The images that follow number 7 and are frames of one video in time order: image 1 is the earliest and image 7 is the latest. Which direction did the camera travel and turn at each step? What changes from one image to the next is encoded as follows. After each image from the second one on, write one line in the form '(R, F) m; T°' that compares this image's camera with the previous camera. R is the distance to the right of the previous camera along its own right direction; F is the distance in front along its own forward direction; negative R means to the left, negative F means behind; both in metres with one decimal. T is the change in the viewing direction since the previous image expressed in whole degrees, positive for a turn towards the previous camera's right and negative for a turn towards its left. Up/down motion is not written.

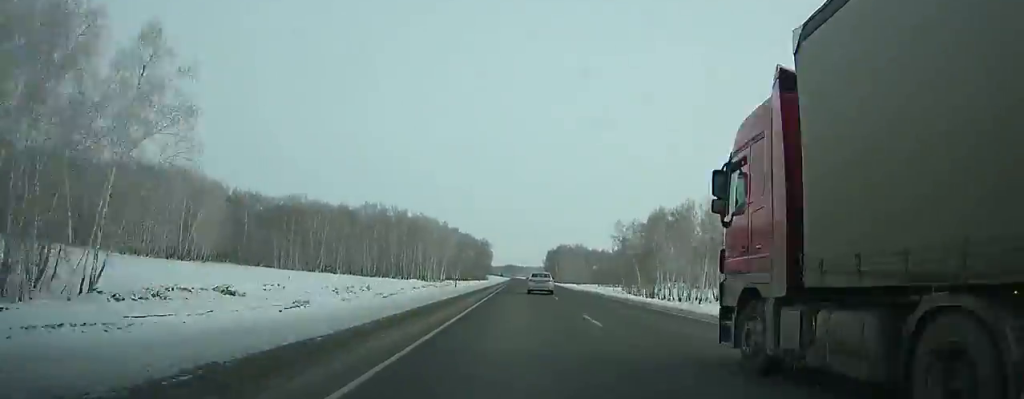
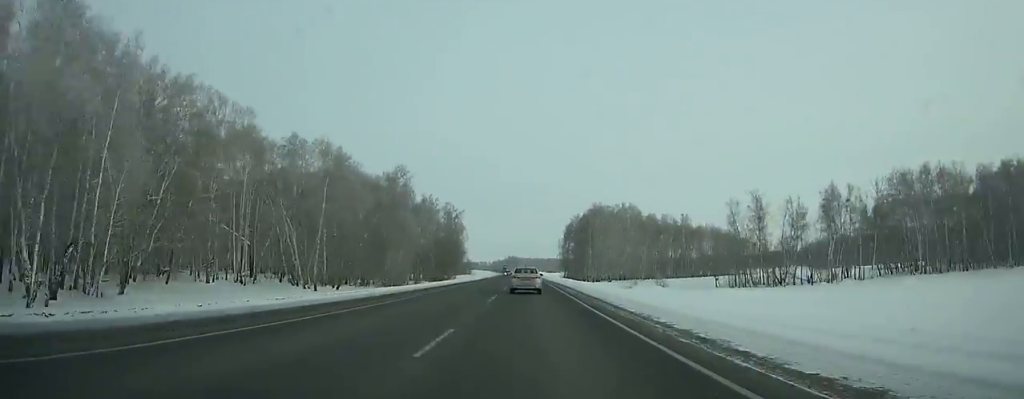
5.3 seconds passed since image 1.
(-0.2, +165.3) m; -1°
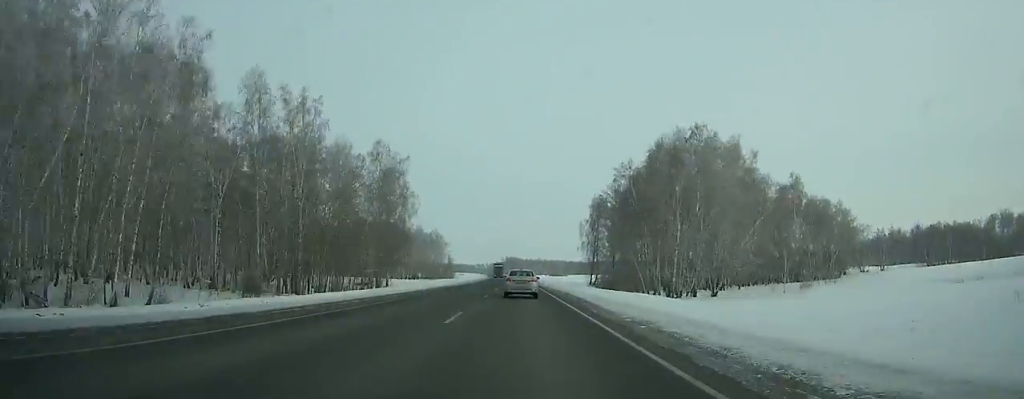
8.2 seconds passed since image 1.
(-1.2, +89.6) m; -1°
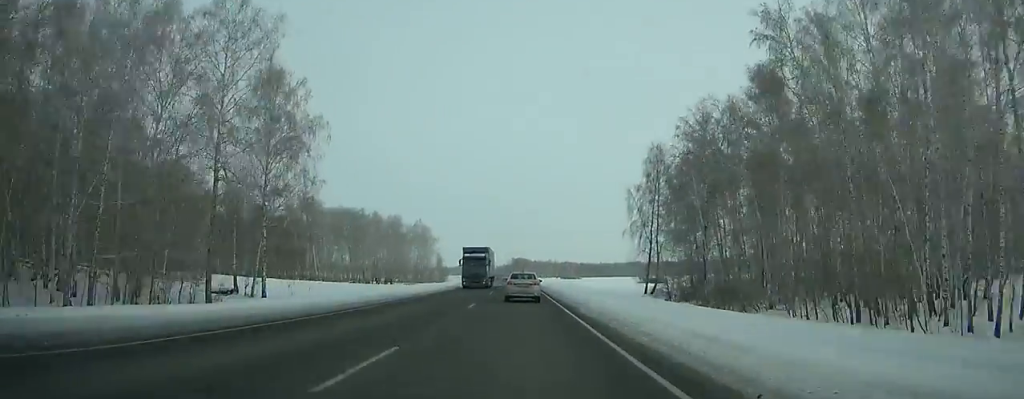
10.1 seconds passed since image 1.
(-0.1, +57.9) m; -1°
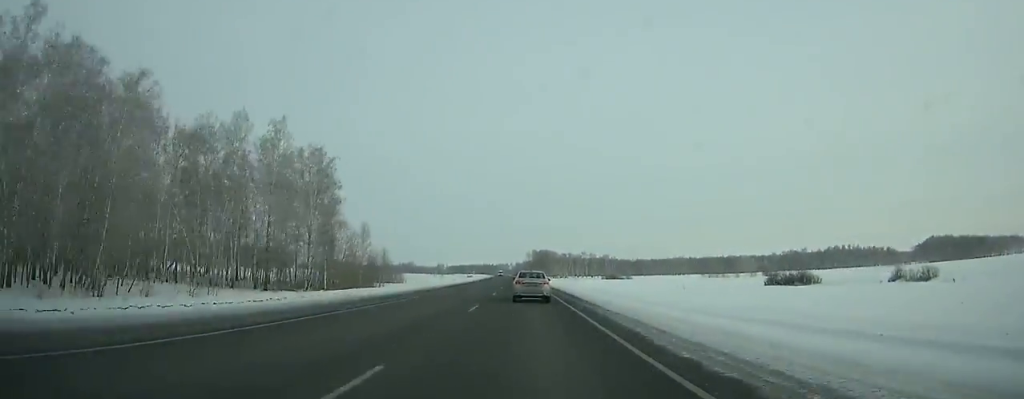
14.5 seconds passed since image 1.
(-2.2, +129.6) m; -2°
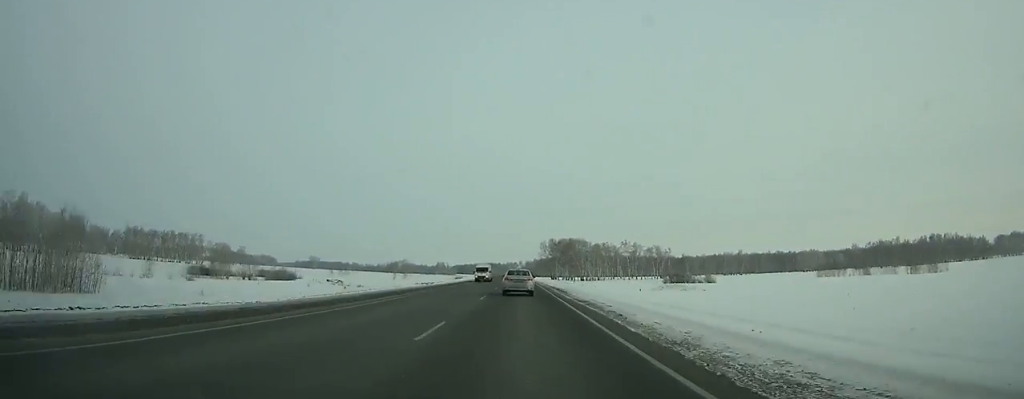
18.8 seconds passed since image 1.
(-2.0, +123.7) m; -1°
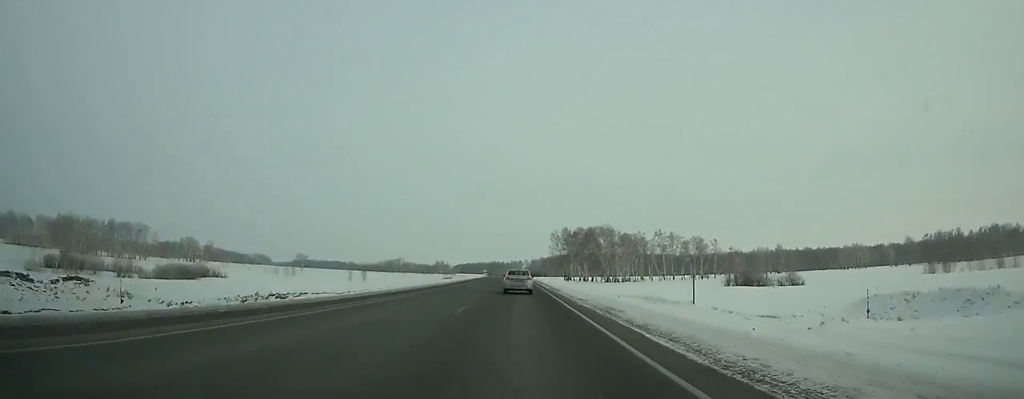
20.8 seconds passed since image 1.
(-0.2, +57.1) m; 0°
